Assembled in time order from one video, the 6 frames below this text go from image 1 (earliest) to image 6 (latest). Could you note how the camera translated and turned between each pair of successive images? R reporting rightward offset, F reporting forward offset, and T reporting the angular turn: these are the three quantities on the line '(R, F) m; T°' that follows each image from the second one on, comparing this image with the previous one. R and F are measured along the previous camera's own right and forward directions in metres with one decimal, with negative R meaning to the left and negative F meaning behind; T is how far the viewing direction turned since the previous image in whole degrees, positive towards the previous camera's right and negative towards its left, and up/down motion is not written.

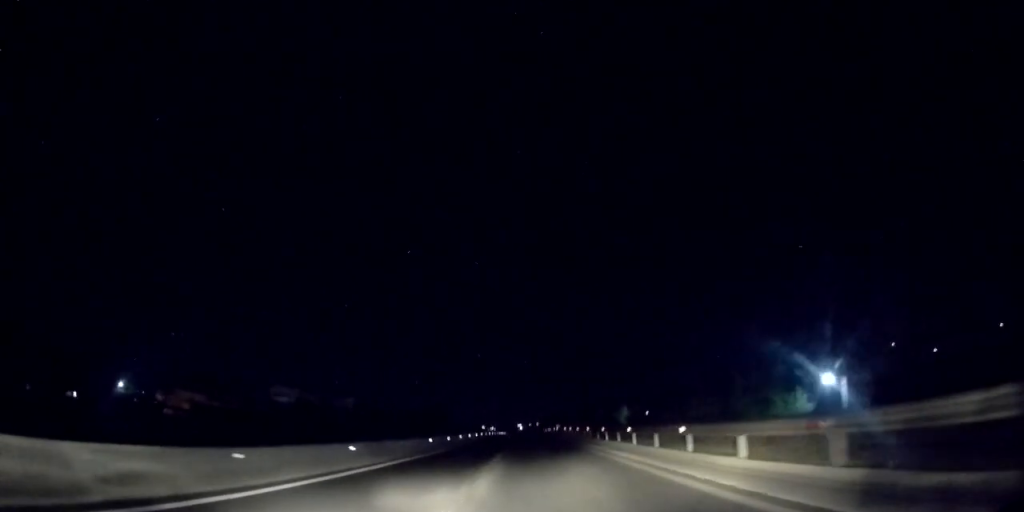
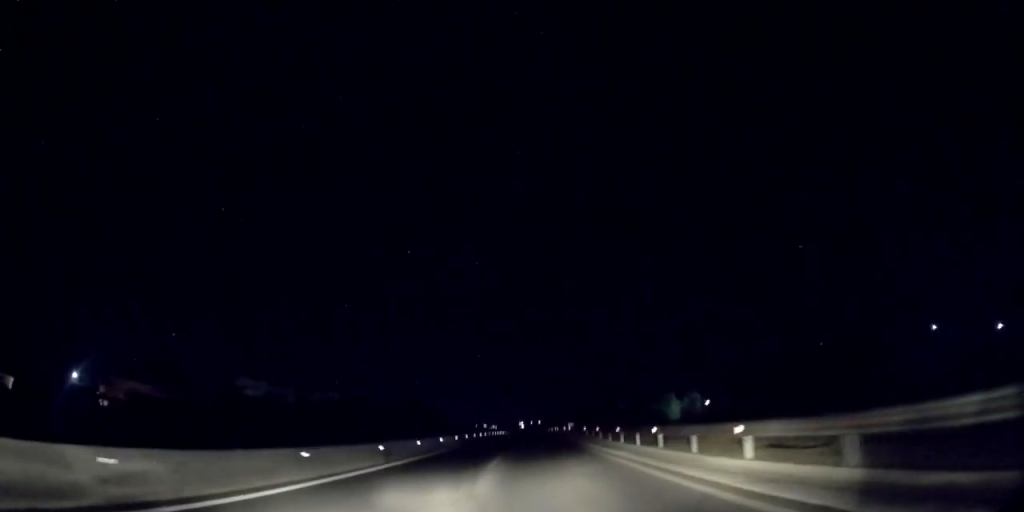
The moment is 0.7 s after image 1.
(-0.1, +20.4) m; 0°
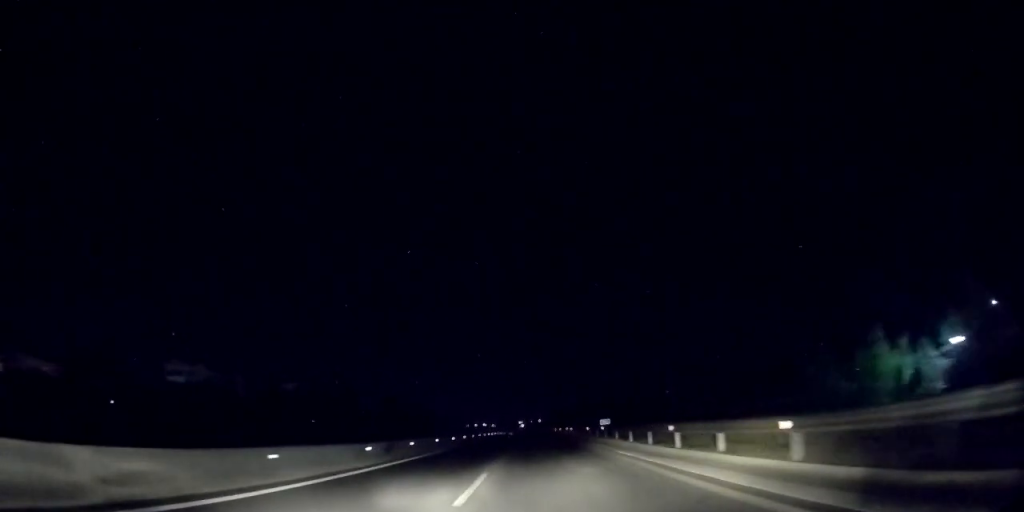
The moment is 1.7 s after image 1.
(0.0, +26.6) m; +1°
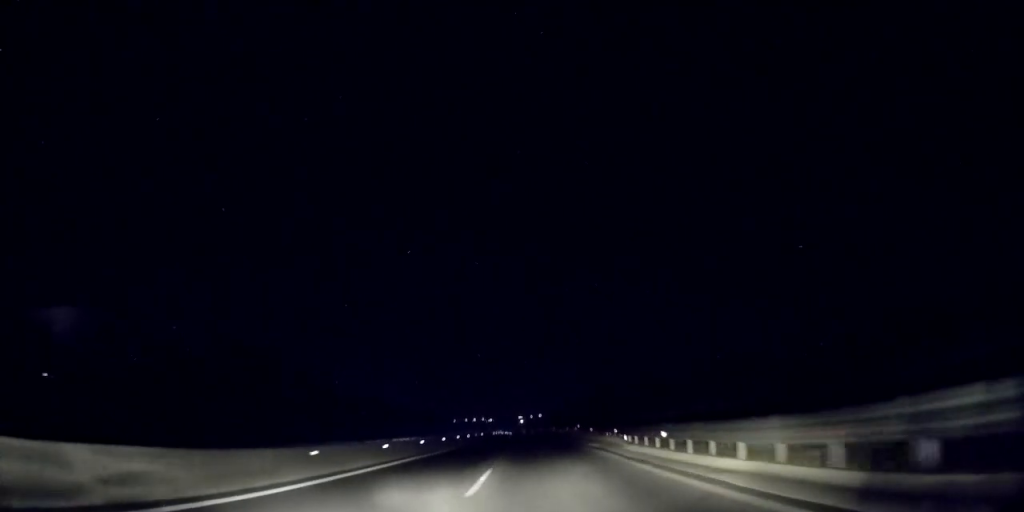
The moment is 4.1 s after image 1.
(+0.1, +69.2) m; 0°
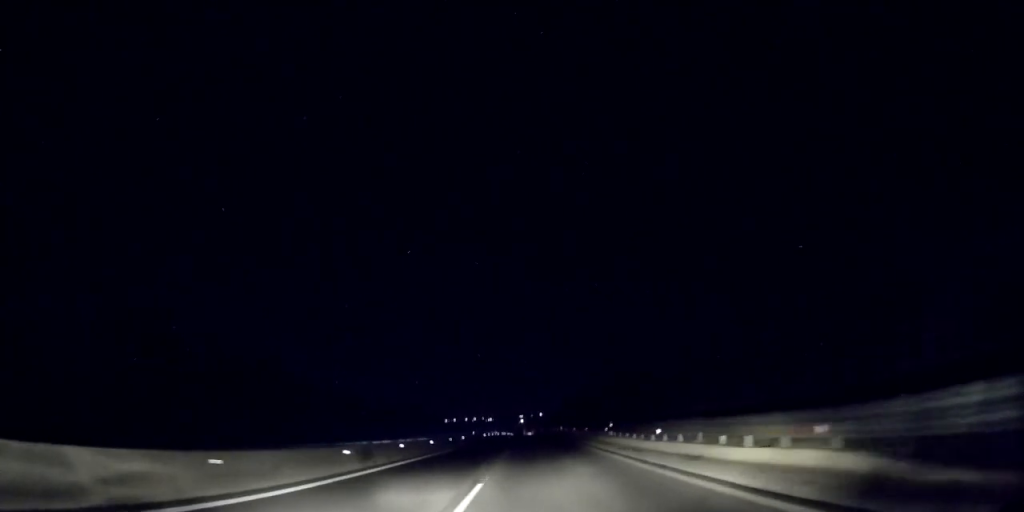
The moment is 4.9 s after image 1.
(+0.2, +21.1) m; 0°
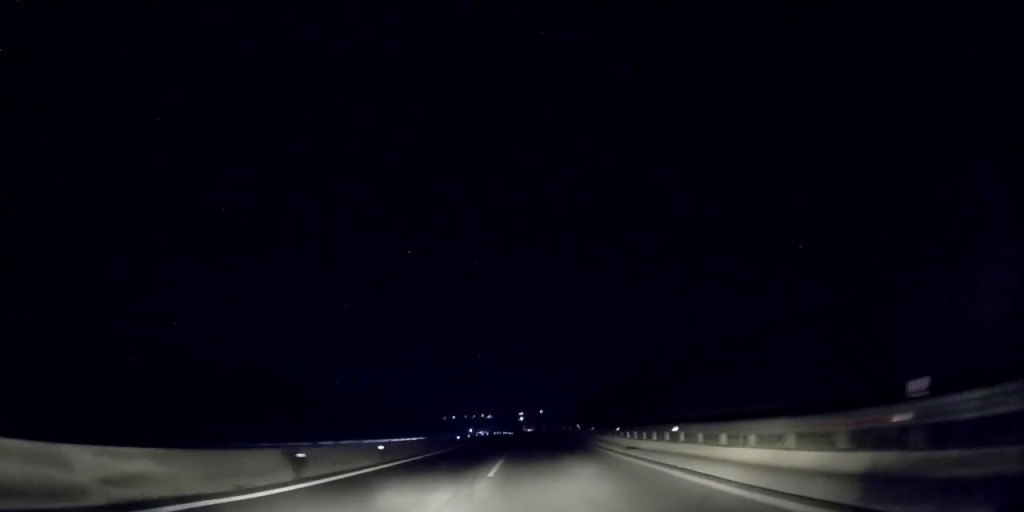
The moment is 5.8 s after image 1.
(-0.4, +28.0) m; 0°
